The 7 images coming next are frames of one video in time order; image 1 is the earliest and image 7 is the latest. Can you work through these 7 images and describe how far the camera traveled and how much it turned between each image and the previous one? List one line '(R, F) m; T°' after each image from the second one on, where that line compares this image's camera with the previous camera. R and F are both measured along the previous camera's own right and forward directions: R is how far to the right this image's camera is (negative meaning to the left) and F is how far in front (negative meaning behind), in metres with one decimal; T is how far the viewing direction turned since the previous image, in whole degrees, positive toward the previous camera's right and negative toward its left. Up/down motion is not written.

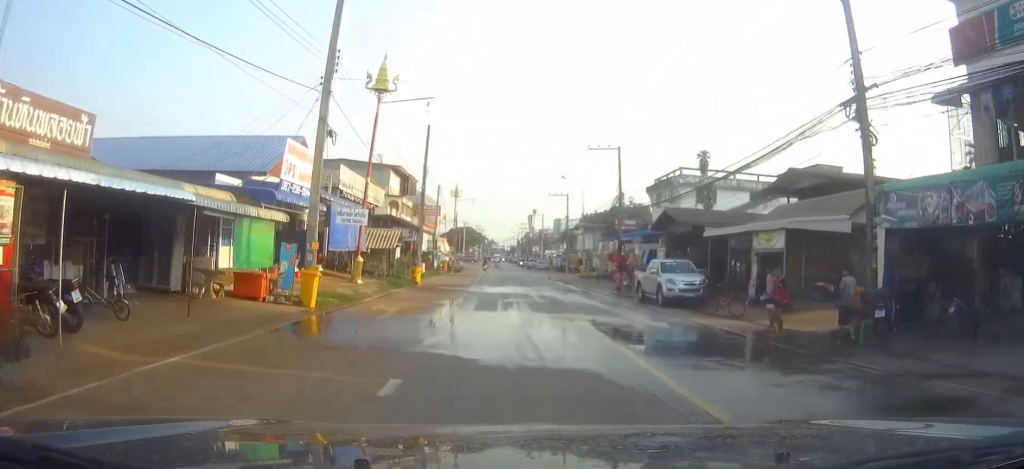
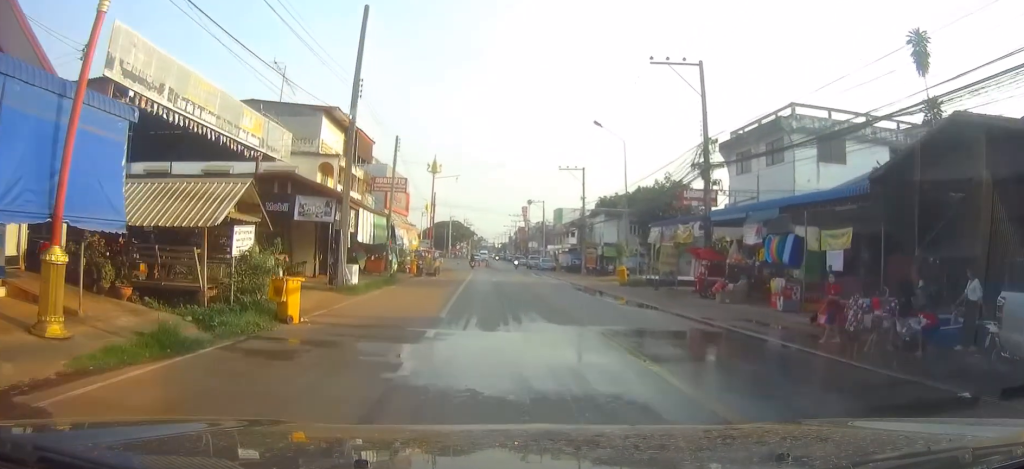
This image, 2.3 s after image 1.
(+1.0, +23.5) m; +3°
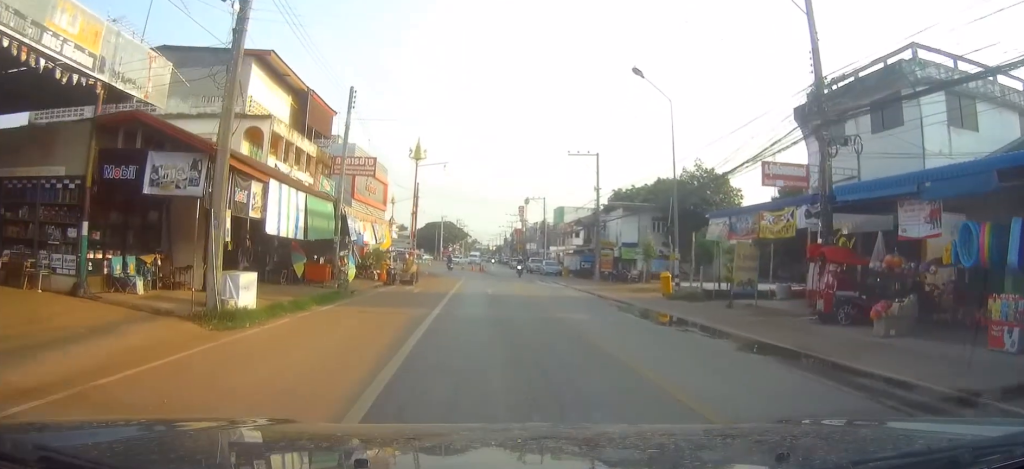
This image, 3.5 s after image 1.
(0.0, +11.7) m; -1°
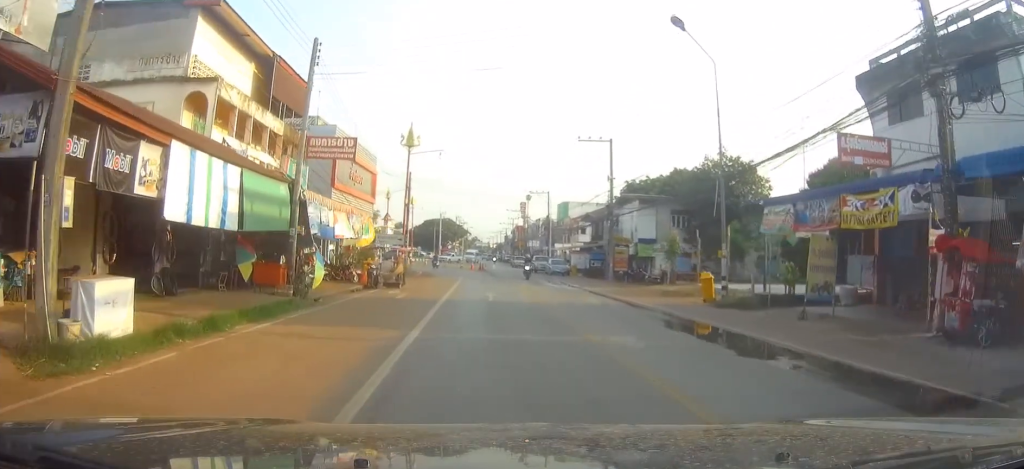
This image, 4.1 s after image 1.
(-0.1, +5.8) m; 0°
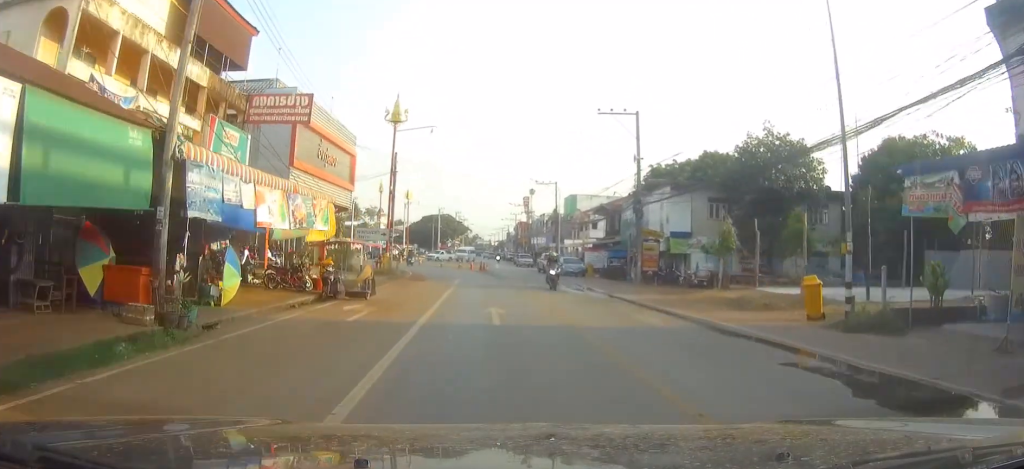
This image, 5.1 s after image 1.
(-0.1, +8.8) m; 0°
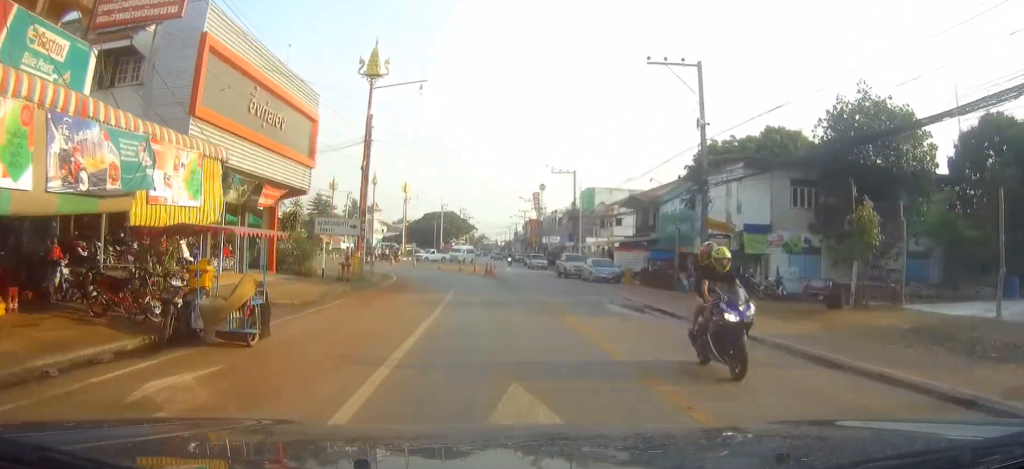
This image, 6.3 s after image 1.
(+0.1, +11.4) m; +1°
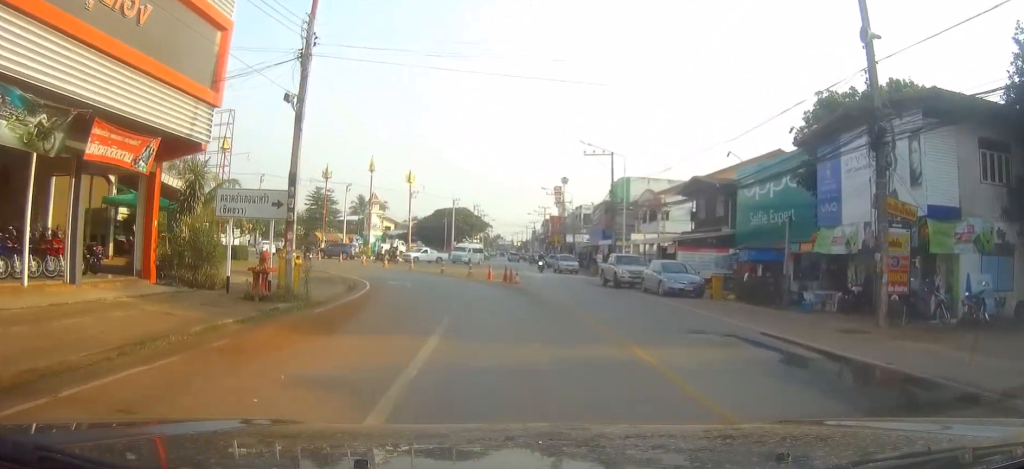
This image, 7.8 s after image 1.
(+0.1, +12.9) m; 0°
